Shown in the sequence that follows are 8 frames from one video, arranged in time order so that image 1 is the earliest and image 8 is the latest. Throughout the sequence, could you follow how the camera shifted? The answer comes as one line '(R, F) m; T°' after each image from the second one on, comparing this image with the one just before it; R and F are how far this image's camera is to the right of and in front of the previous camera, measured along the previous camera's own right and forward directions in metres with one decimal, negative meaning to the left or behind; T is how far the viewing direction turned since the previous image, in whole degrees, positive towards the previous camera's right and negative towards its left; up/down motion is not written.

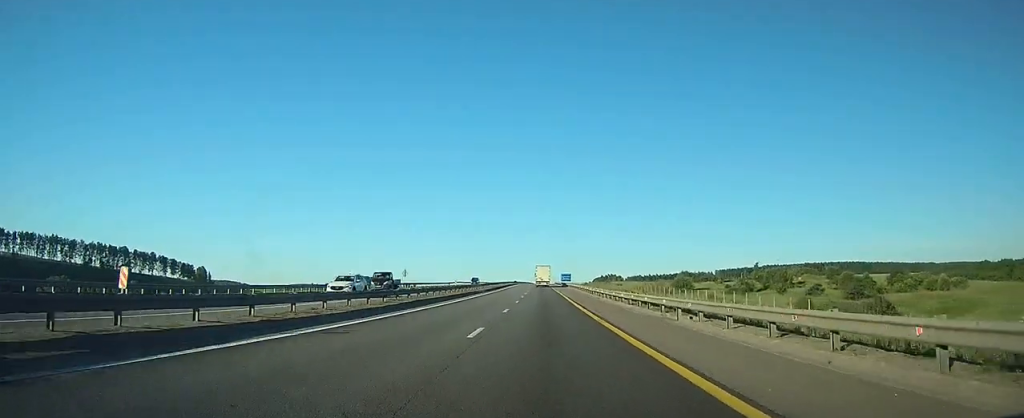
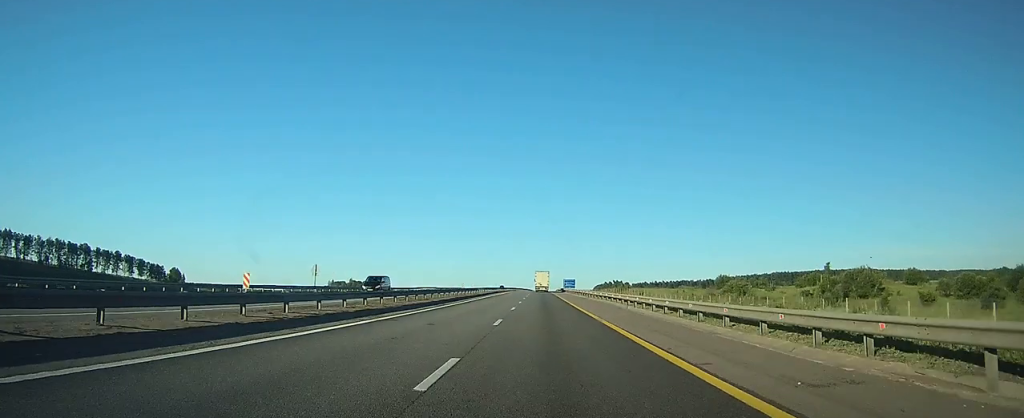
(0.0, +42.7) m; 0°
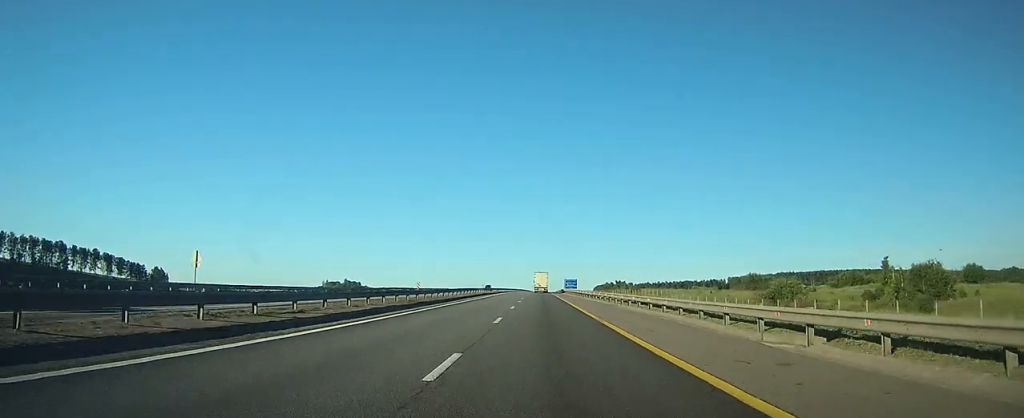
(0.0, +23.0) m; 0°
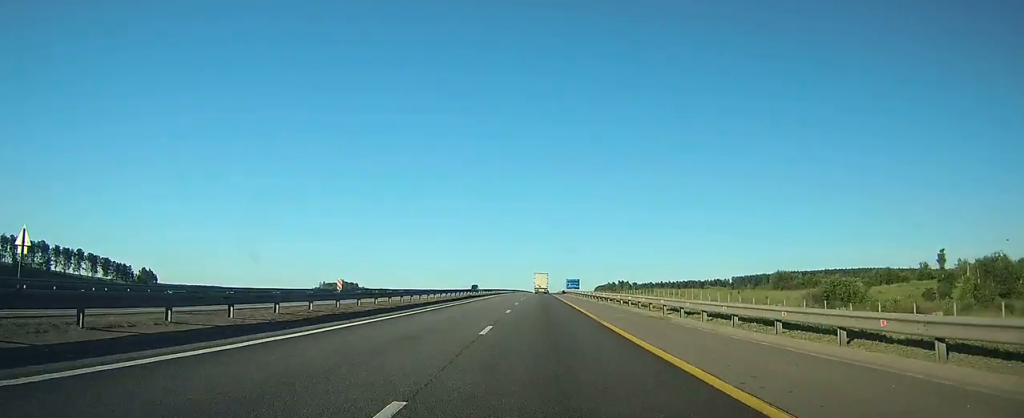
(0.0, +16.2) m; 0°
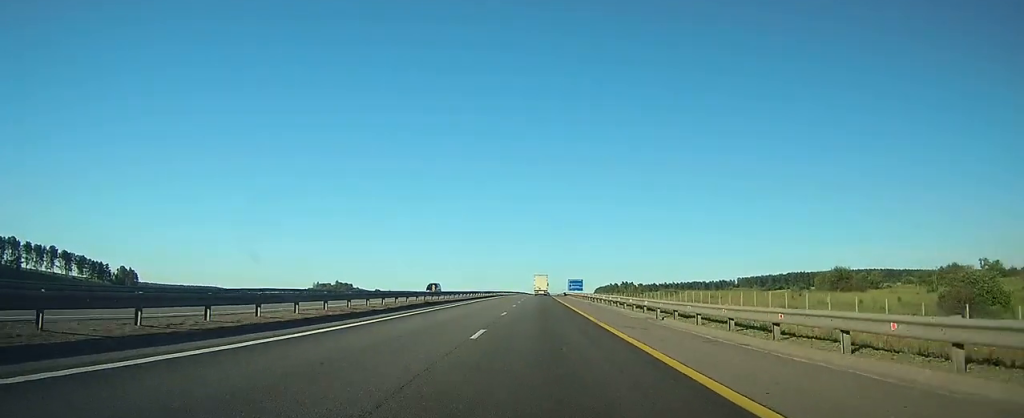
(+0.1, +24.8) m; 0°
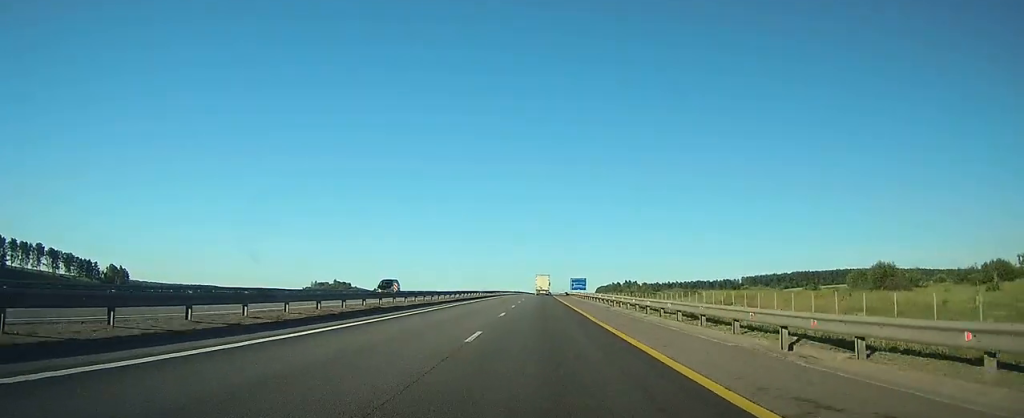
(0.0, +12.8) m; 0°
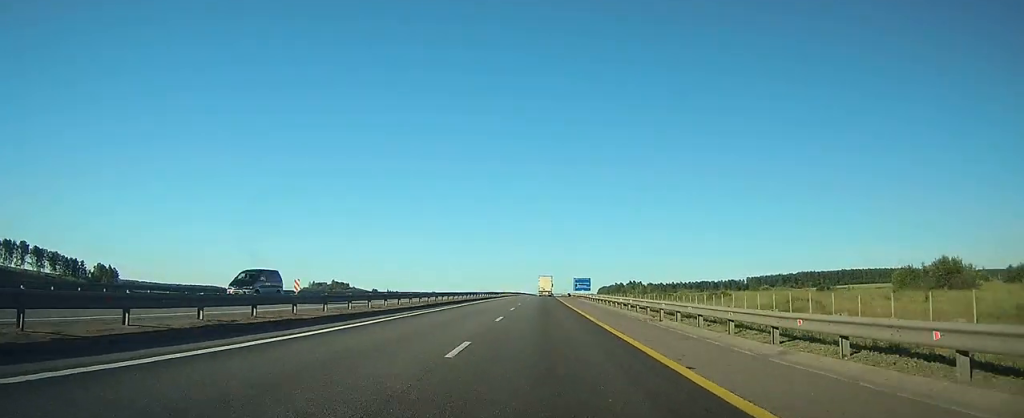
(0.0, +14.5) m; 0°
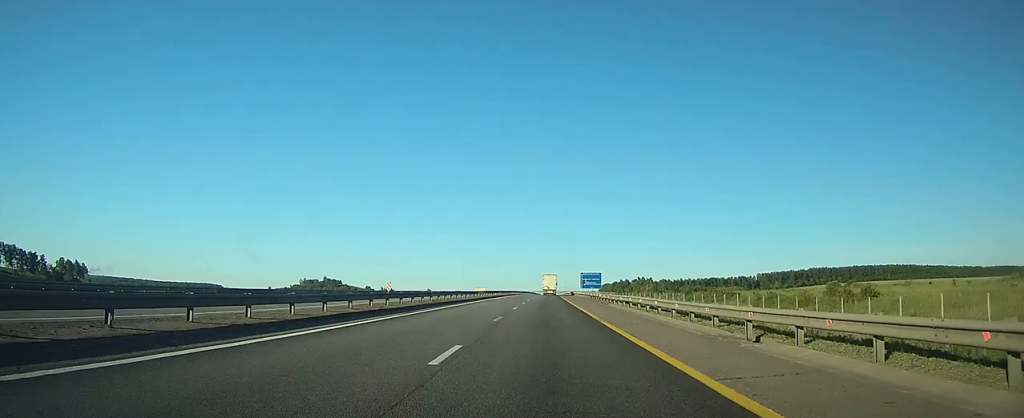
(-0.3, +36.9) m; -1°
